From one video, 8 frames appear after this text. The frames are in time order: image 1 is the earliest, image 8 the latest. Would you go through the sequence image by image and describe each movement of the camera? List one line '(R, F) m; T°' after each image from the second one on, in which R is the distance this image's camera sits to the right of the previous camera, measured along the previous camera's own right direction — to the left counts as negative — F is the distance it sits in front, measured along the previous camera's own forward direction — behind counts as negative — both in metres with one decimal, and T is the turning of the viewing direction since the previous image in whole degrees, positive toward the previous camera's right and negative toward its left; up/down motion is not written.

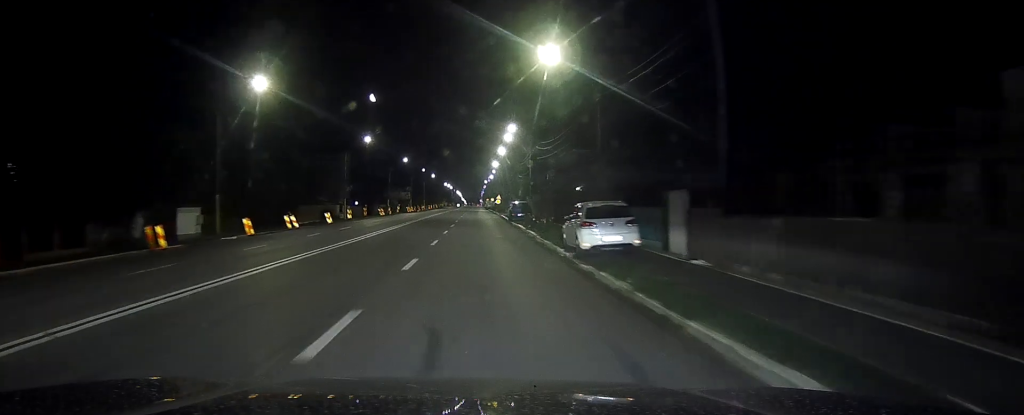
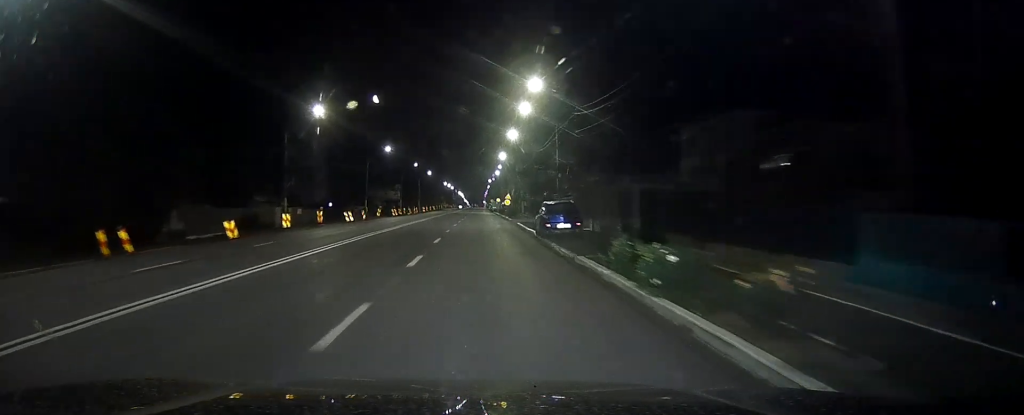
(+0.2, +26.4) m; +1°
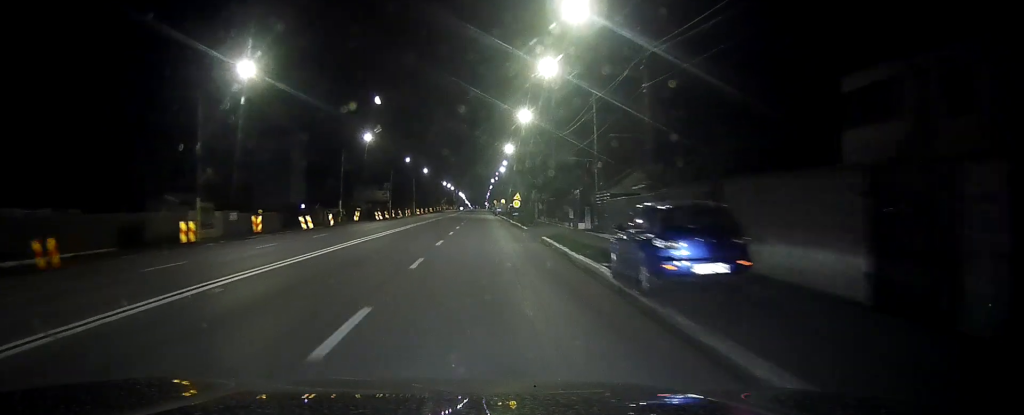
(-0.1, +18.2) m; 0°
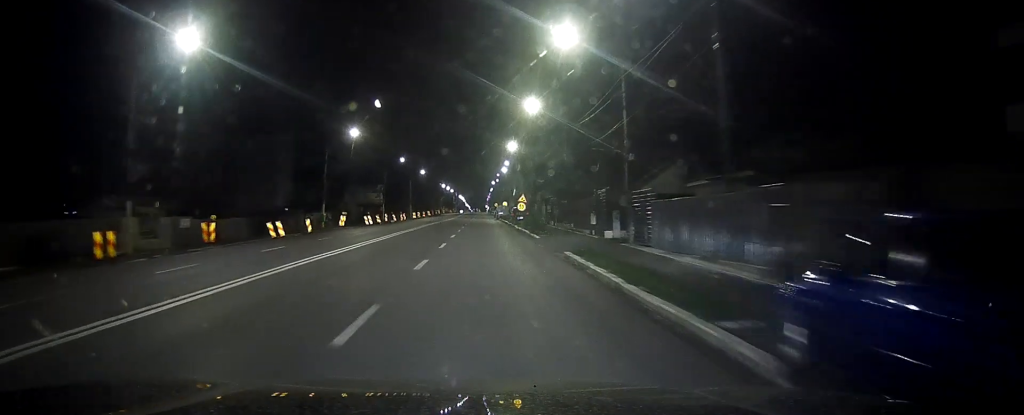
(0.0, +8.2) m; 0°
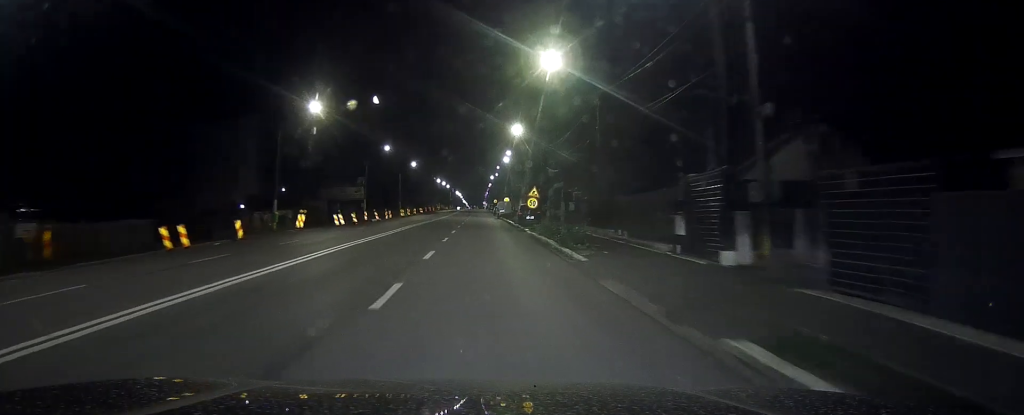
(0.0, +15.4) m; 0°
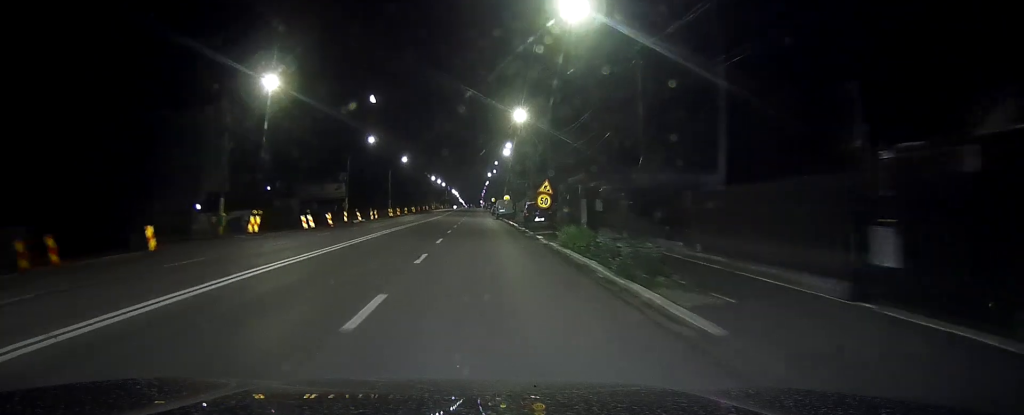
(-0.1, +10.6) m; 0°
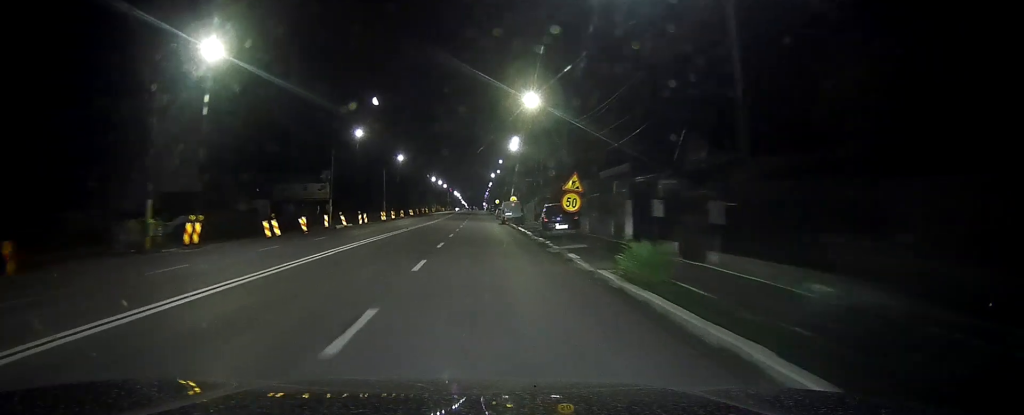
(0.0, +10.2) m; 0°
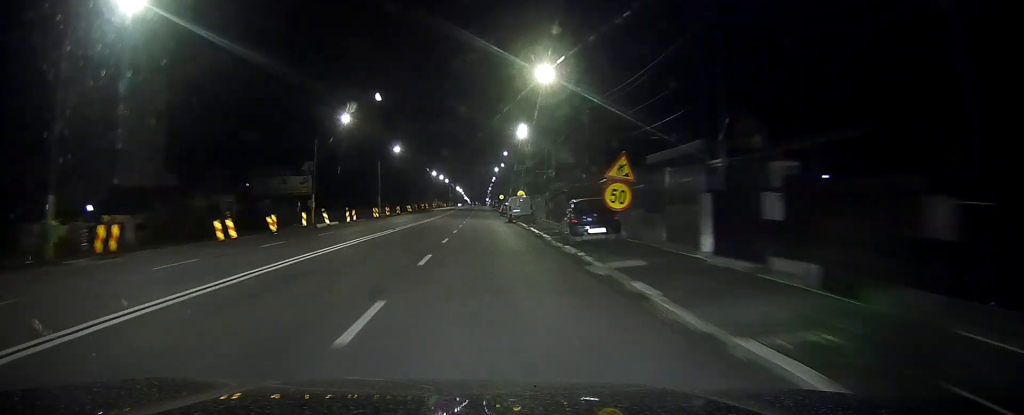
(0.0, +8.6) m; 0°
